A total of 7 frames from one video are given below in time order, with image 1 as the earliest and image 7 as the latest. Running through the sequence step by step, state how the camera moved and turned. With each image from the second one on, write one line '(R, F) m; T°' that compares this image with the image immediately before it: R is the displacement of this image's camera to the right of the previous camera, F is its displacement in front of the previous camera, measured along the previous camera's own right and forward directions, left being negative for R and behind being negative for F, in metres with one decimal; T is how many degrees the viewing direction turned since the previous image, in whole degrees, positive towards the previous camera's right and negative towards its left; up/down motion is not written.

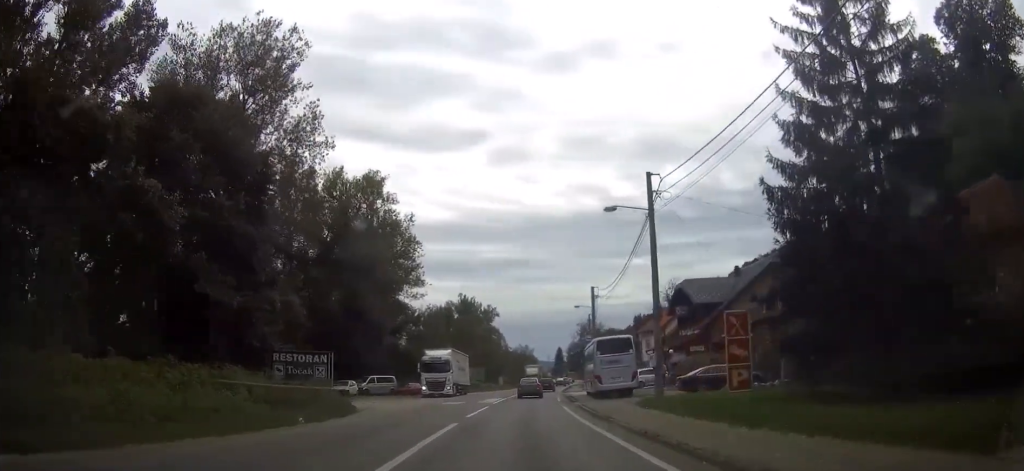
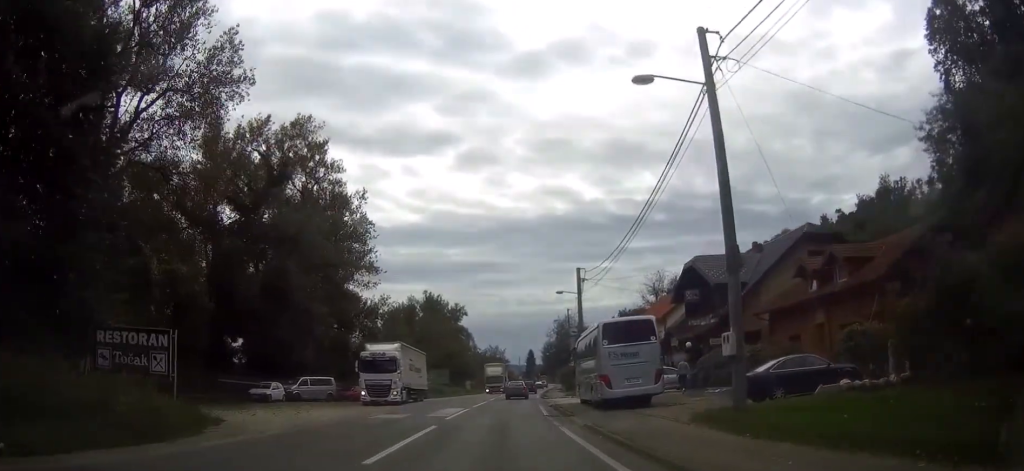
(+0.5, +13.2) m; +3°
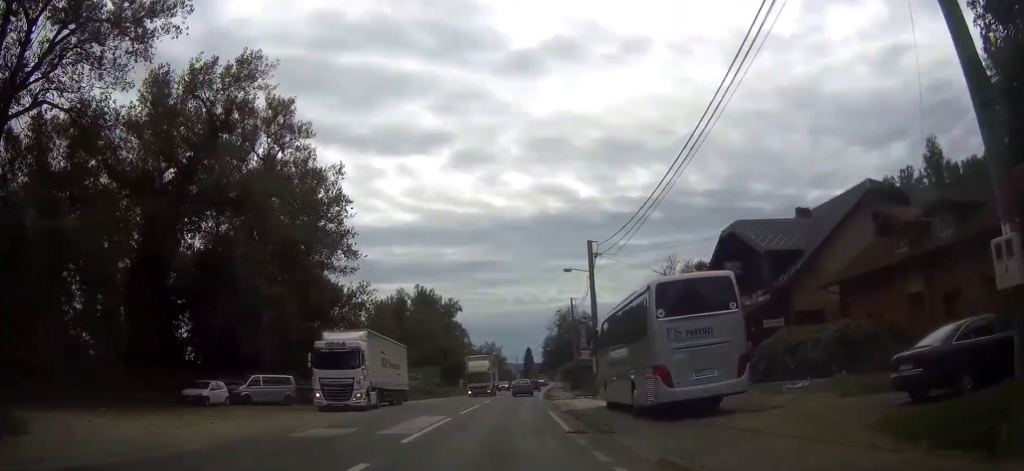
(0.0, +10.1) m; 0°
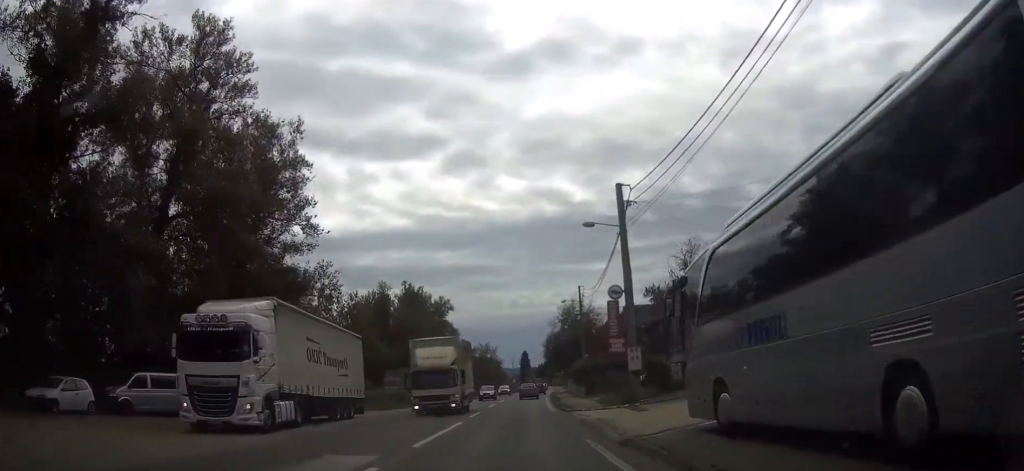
(0.0, +14.1) m; +1°
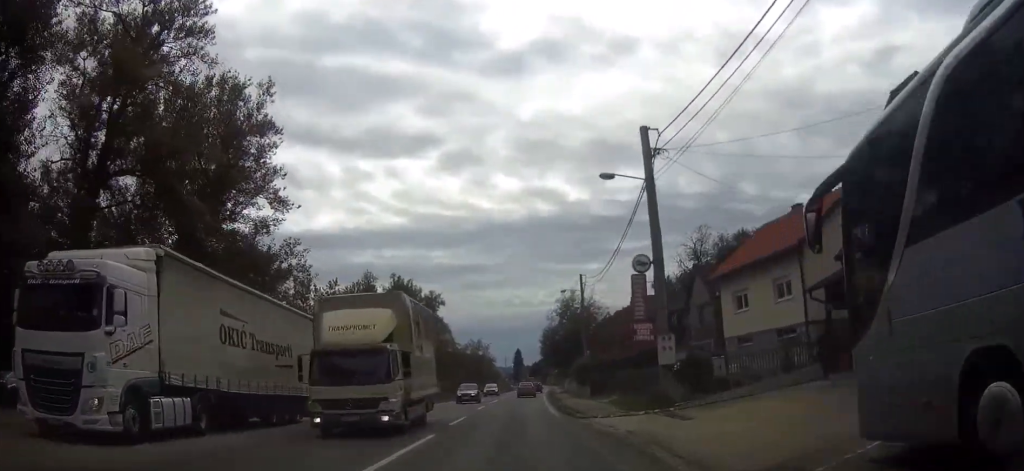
(0.0, +7.5) m; 0°
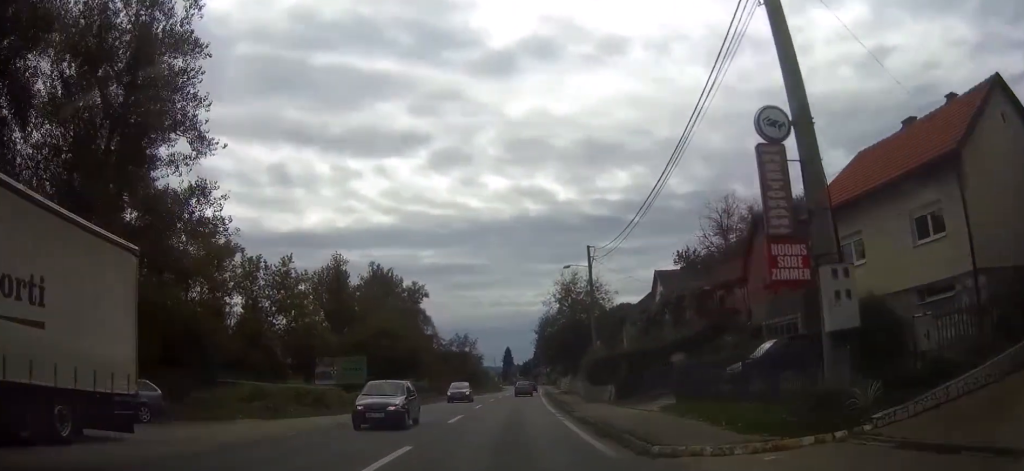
(0.0, +13.6) m; 0°
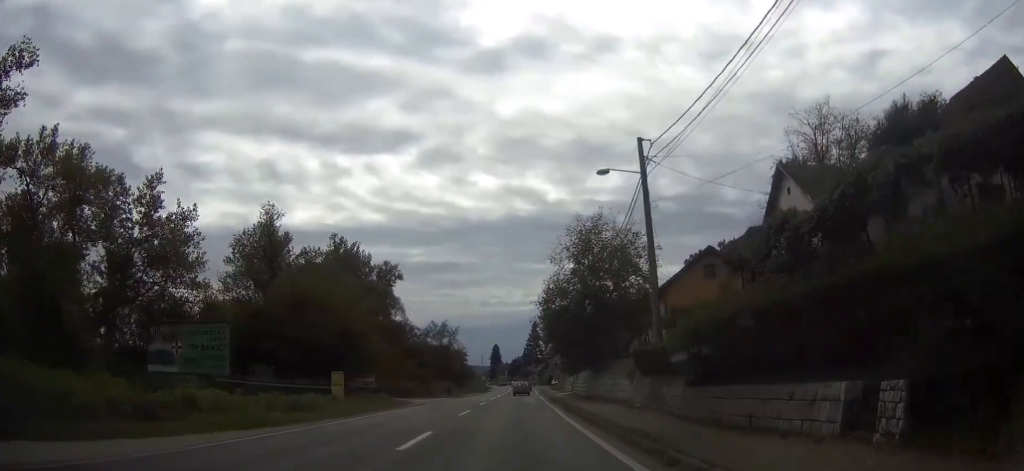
(+0.2, +24.5) m; +1°
